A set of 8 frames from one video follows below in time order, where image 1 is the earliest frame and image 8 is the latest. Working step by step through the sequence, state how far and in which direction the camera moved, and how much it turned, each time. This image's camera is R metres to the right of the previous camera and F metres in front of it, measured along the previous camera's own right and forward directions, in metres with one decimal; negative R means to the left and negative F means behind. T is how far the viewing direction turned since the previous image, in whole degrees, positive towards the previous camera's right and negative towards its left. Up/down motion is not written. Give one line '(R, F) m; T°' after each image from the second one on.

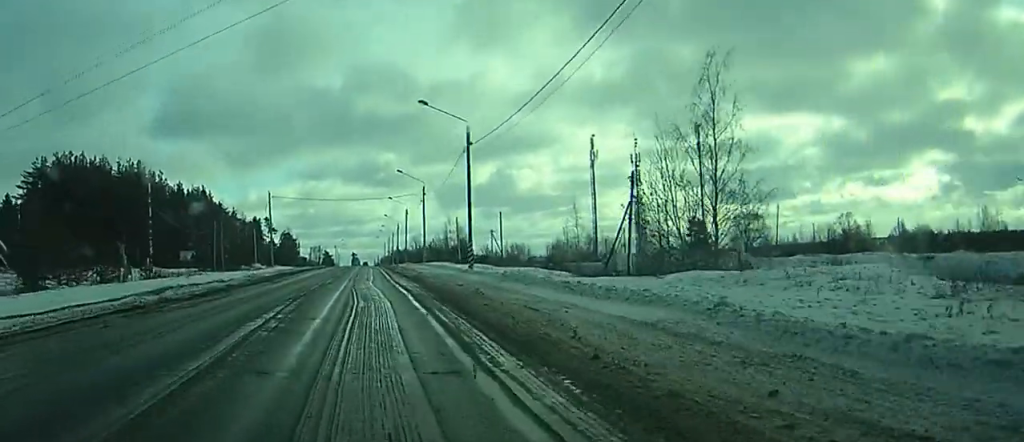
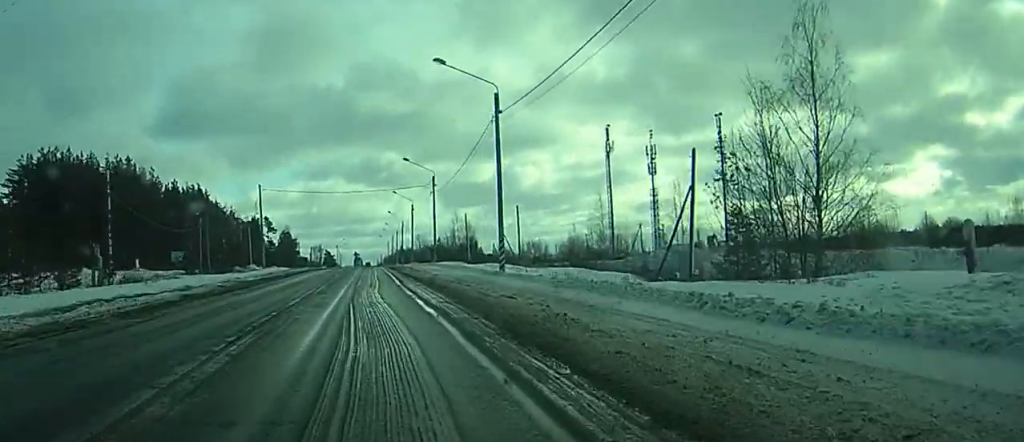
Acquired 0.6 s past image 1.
(+0.1, +10.4) m; 0°
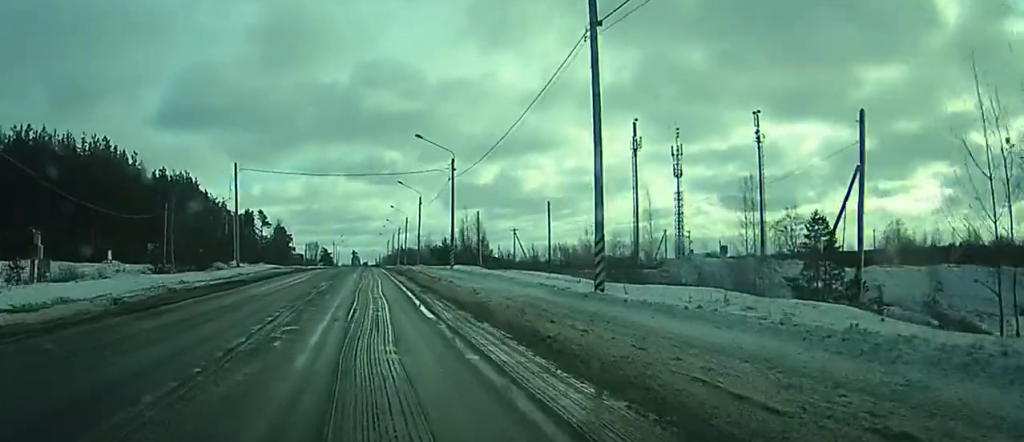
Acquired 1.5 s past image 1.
(0.0, +16.4) m; -1°
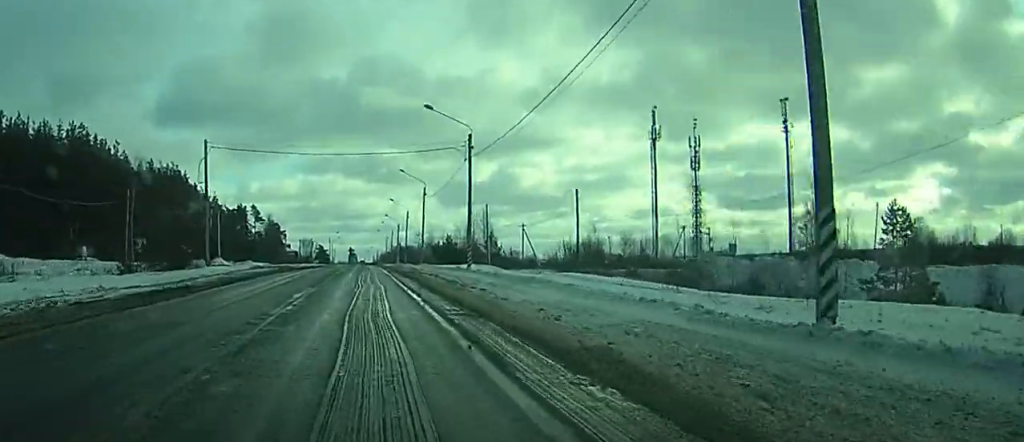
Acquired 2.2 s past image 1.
(-0.2, +11.9) m; 0°
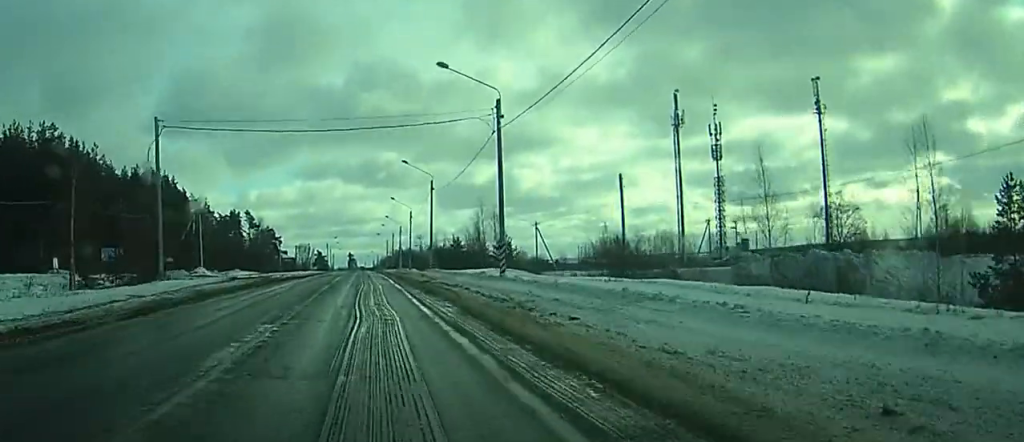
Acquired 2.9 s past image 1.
(0.0, +12.6) m; 0°
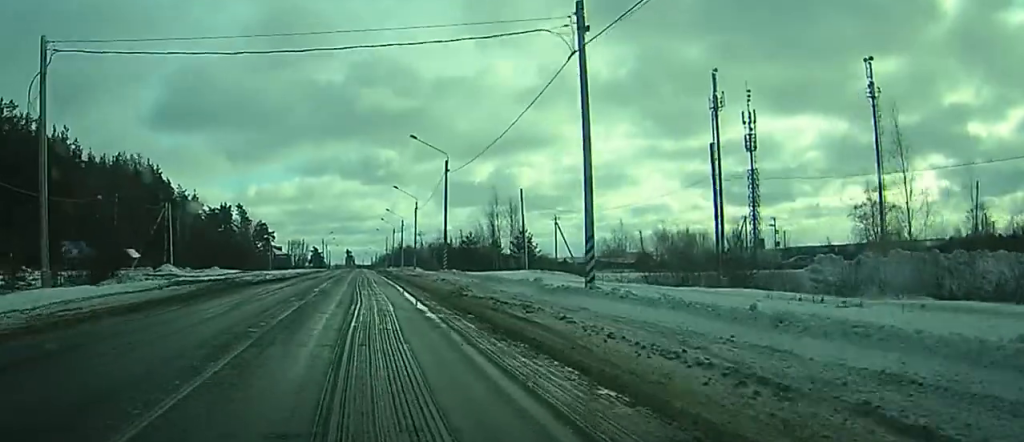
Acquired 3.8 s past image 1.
(+0.1, +15.9) m; 0°
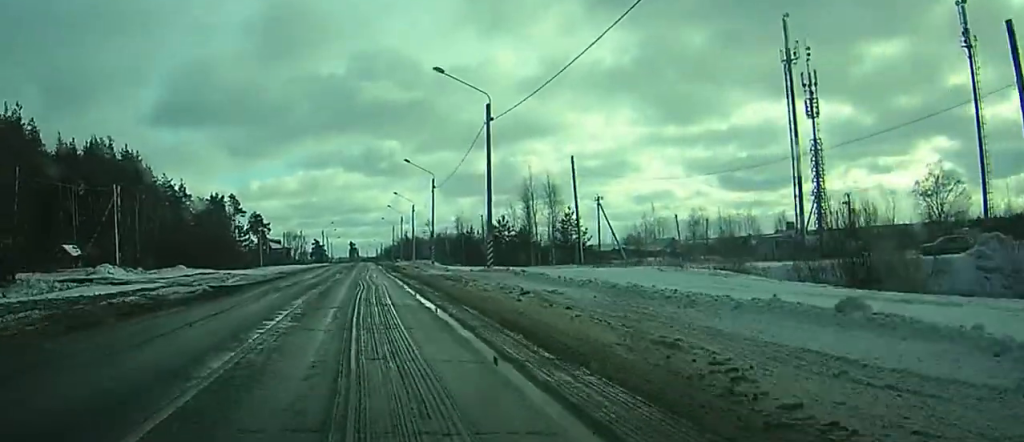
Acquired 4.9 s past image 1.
(+0.1, +21.9) m; +1°
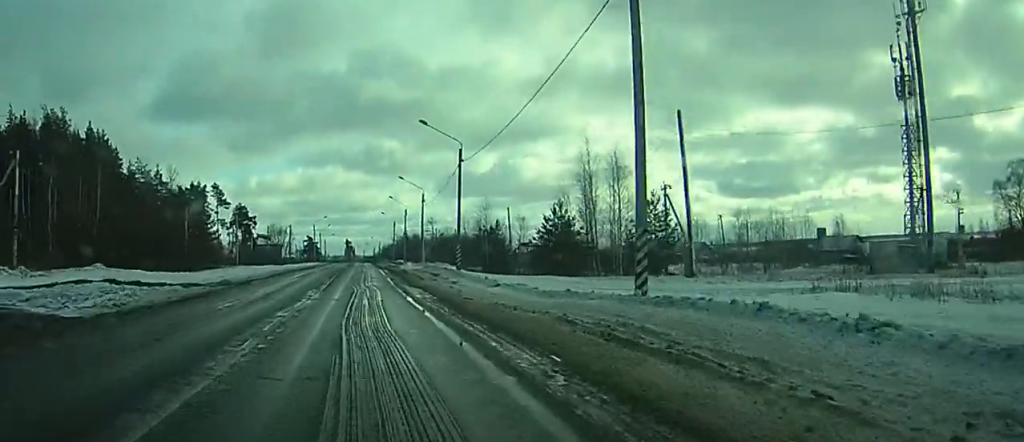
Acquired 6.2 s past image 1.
(+0.1, +25.0) m; 0°
